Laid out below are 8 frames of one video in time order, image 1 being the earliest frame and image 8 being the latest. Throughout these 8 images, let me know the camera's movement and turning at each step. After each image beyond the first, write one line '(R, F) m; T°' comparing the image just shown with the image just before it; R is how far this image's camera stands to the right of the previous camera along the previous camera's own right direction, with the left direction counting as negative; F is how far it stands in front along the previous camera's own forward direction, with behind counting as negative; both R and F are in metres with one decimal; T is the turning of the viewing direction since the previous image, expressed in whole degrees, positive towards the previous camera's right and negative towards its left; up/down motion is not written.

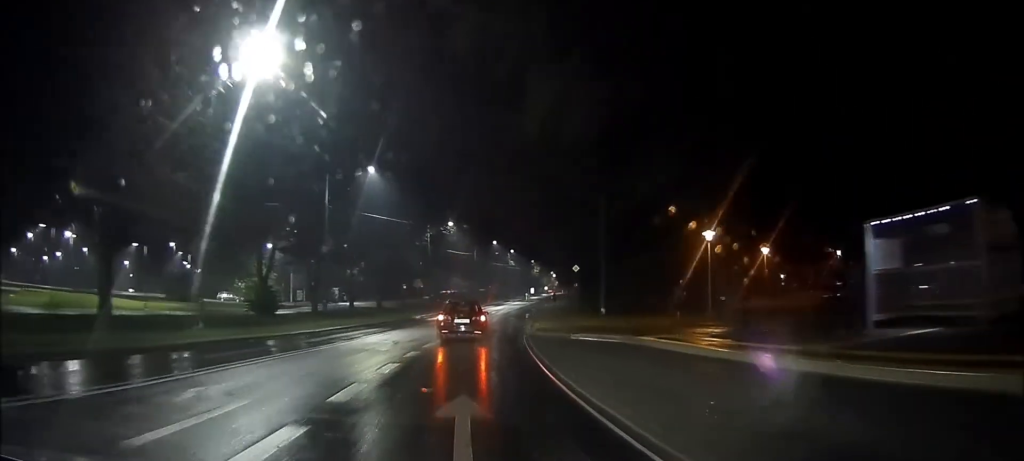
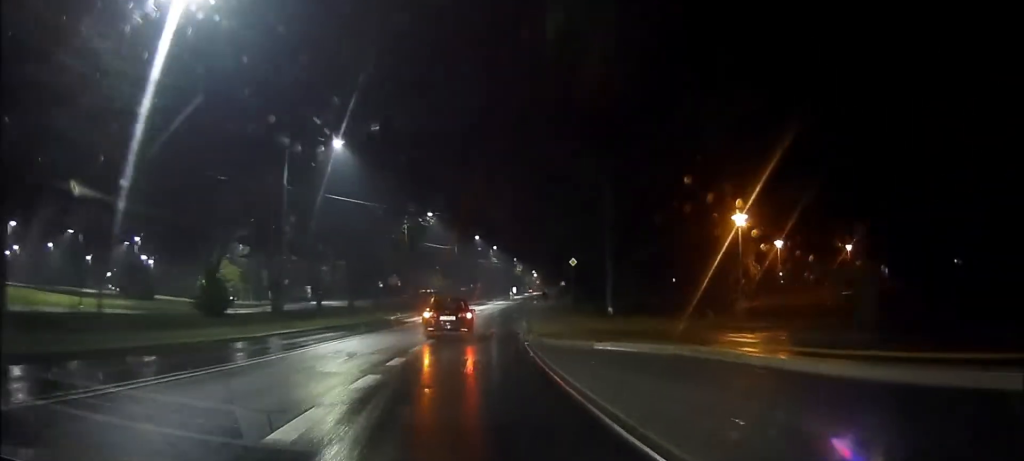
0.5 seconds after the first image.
(+0.1, +6.6) m; +1°
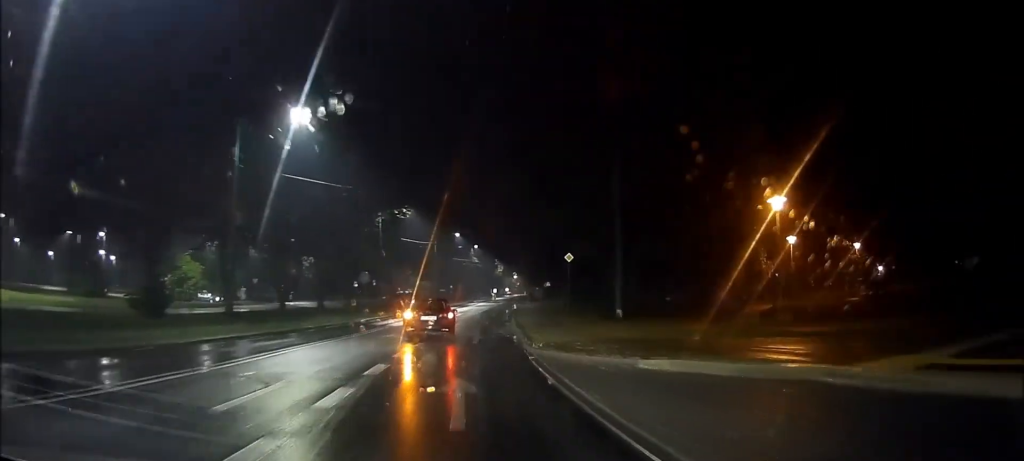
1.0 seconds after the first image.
(+0.1, +5.7) m; +1°
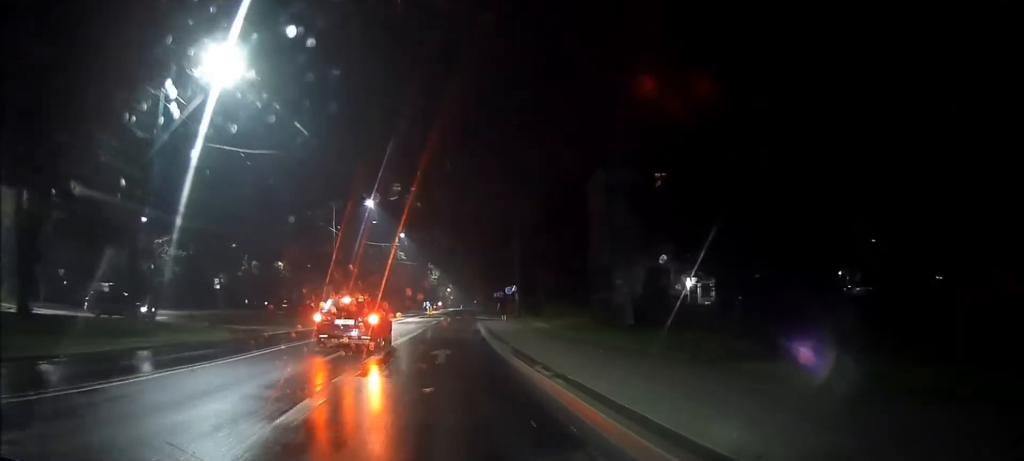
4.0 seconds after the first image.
(+0.8, +35.1) m; +2°
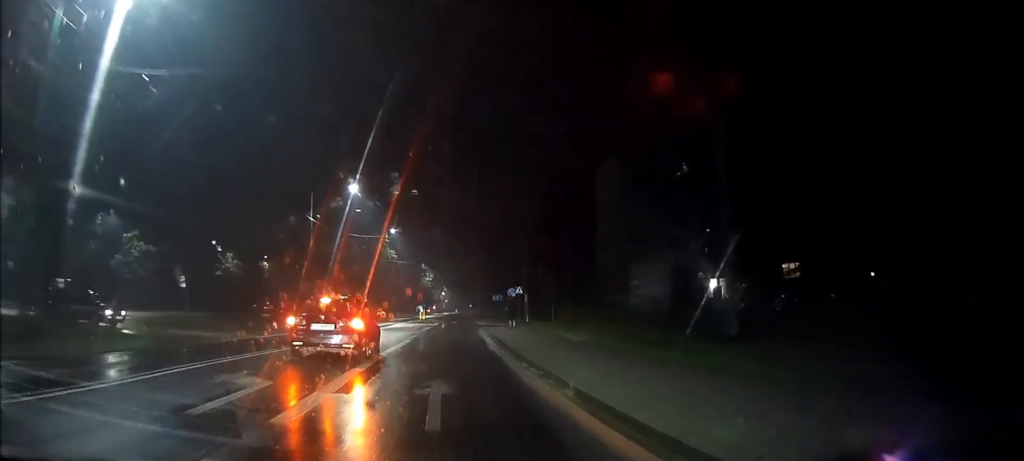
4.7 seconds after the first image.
(0.0, +7.3) m; -1°
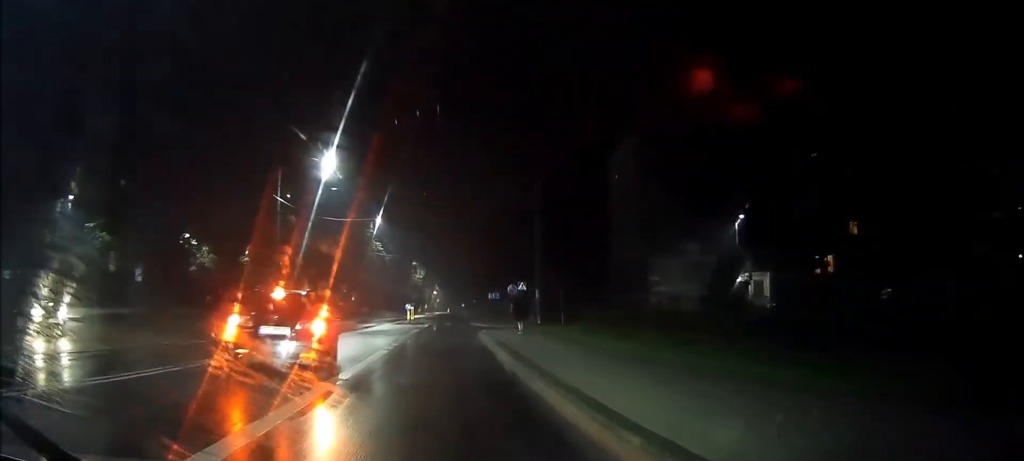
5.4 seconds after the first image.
(0.0, +7.3) m; -1°
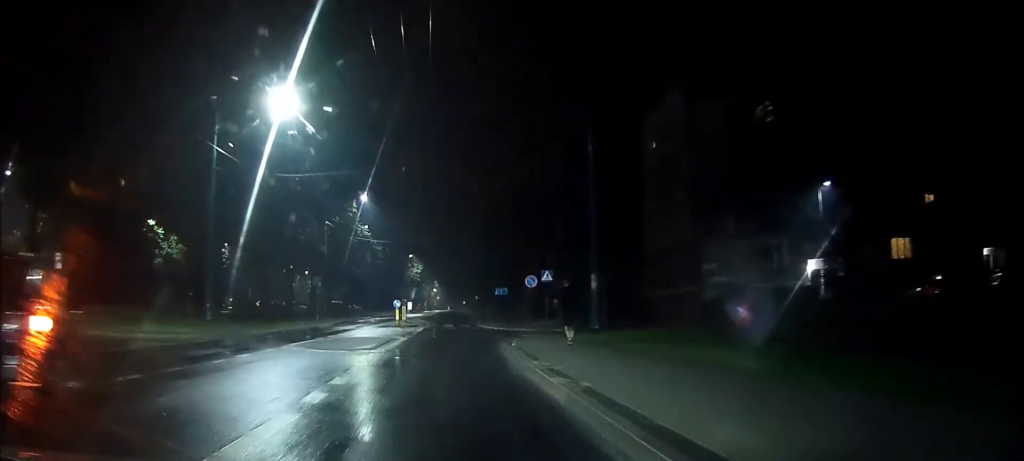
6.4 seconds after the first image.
(-0.1, +11.7) m; 0°
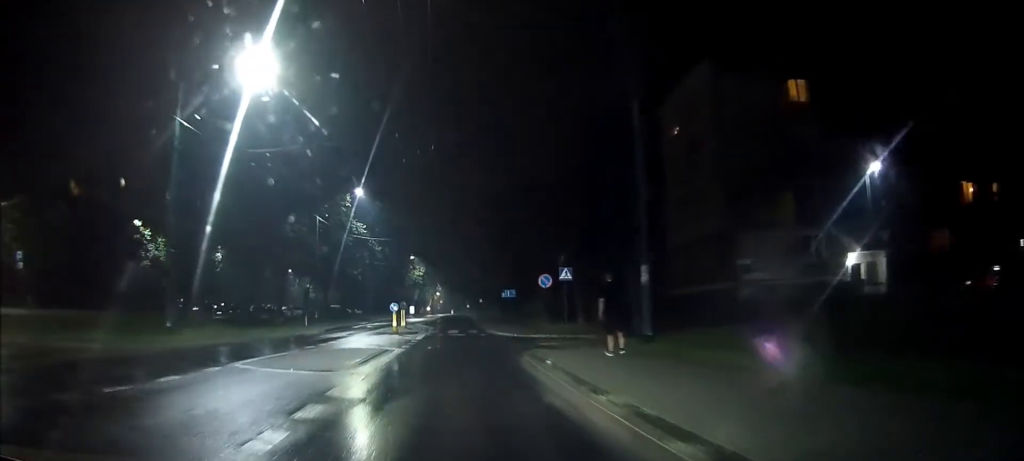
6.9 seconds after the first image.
(0.0, +4.8) m; +1°
